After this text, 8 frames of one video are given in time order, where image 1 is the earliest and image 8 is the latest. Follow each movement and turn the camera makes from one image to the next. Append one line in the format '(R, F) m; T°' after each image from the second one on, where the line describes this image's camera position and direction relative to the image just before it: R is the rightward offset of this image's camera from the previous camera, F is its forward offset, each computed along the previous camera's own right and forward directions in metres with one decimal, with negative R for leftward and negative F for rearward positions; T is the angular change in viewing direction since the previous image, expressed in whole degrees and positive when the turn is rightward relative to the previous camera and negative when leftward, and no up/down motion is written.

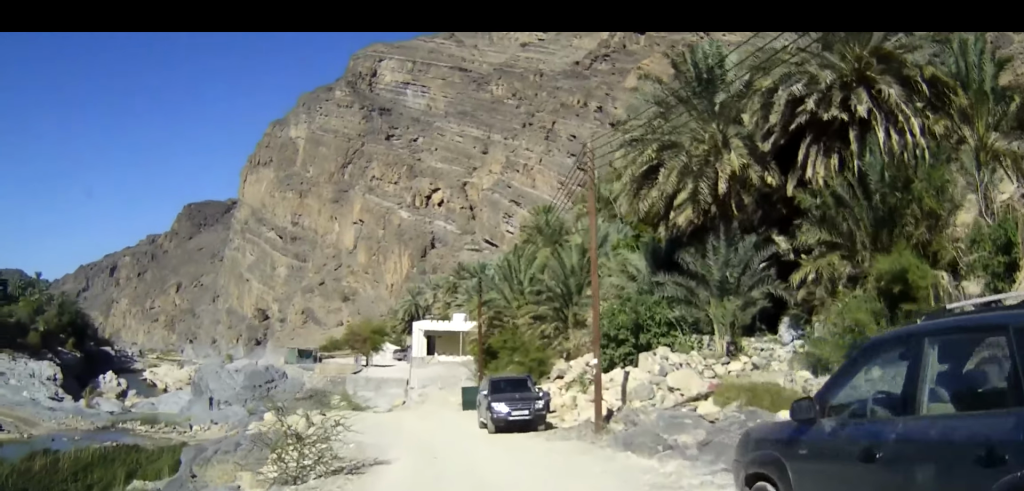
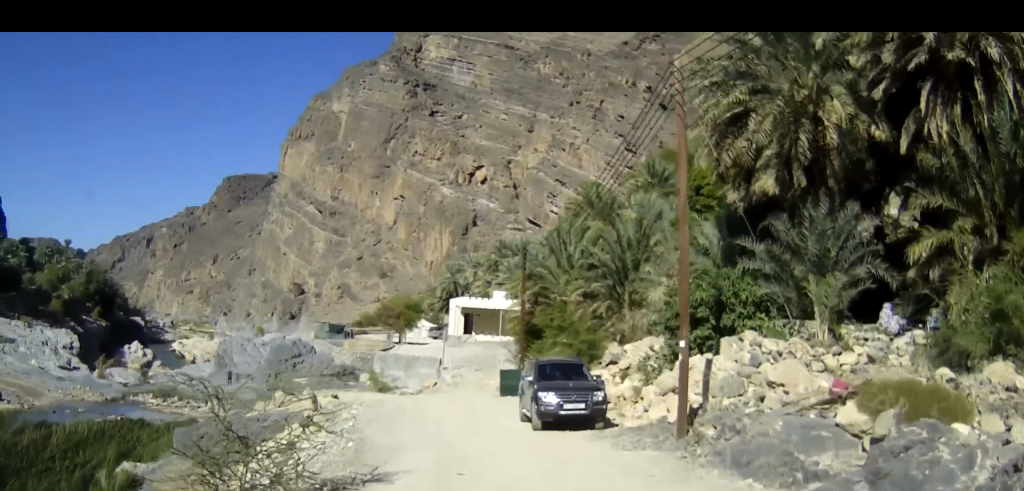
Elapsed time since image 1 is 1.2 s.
(-0.2, +5.1) m; -3°
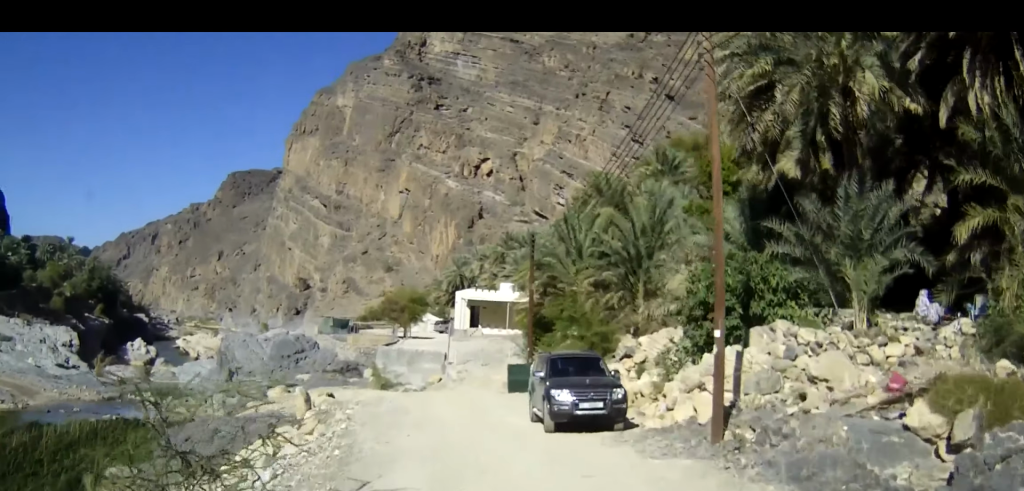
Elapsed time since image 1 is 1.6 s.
(0.0, +1.8) m; -1°
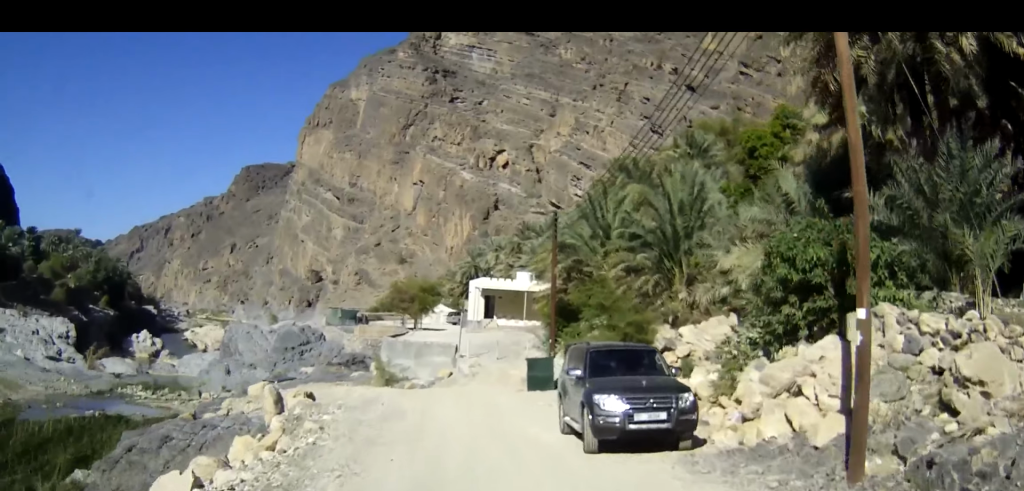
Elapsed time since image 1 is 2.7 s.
(-0.1, +4.5) m; -2°
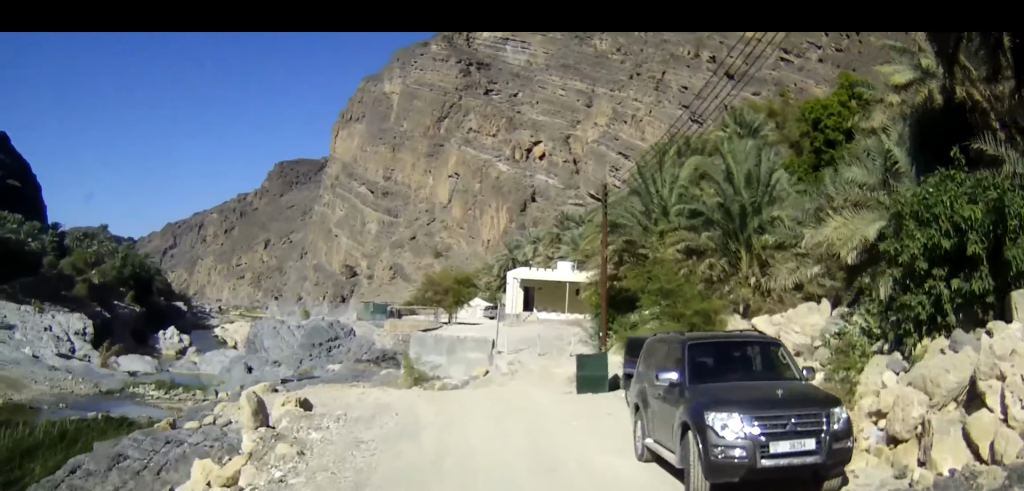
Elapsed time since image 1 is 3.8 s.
(-0.1, +4.2) m; -3°
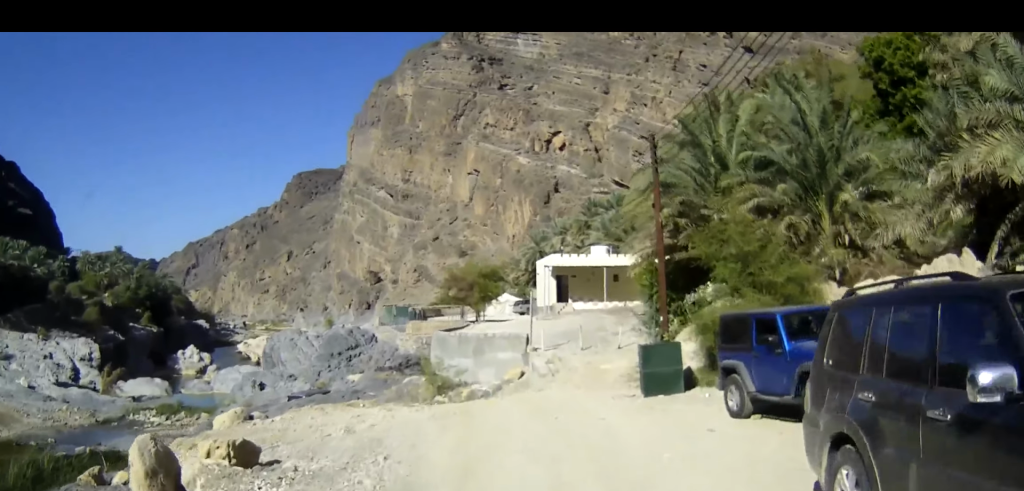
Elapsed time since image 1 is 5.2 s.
(0.0, +5.6) m; +2°
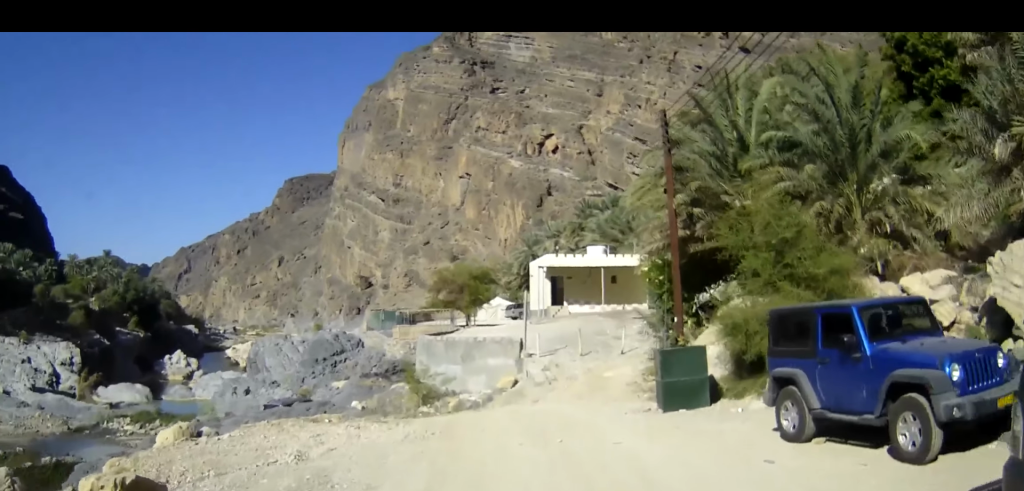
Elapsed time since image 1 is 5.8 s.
(+0.1, +2.8) m; +2°
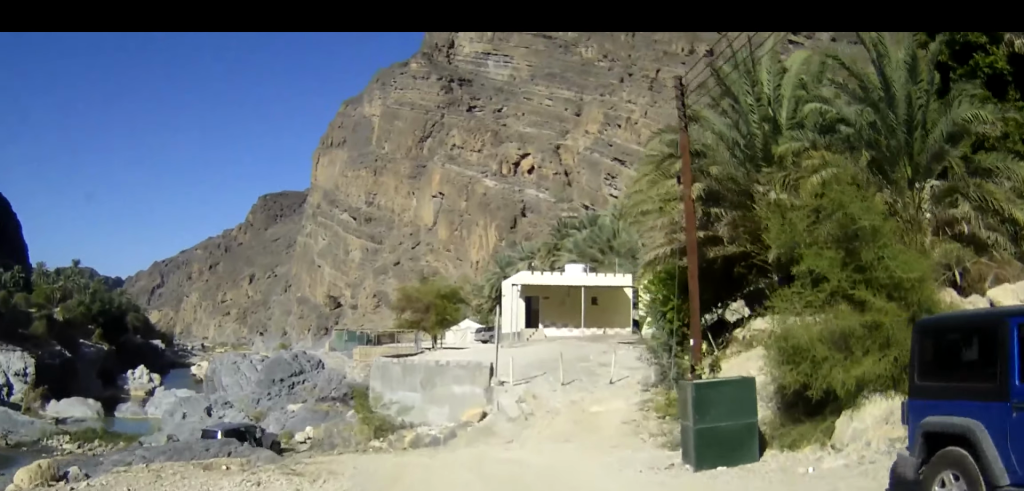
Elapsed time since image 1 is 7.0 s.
(+0.1, +4.5) m; 0°
